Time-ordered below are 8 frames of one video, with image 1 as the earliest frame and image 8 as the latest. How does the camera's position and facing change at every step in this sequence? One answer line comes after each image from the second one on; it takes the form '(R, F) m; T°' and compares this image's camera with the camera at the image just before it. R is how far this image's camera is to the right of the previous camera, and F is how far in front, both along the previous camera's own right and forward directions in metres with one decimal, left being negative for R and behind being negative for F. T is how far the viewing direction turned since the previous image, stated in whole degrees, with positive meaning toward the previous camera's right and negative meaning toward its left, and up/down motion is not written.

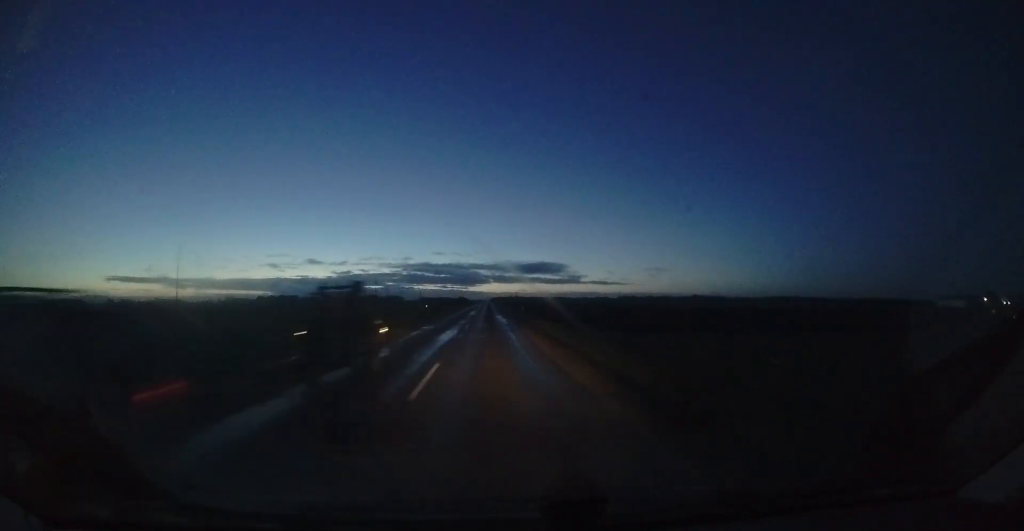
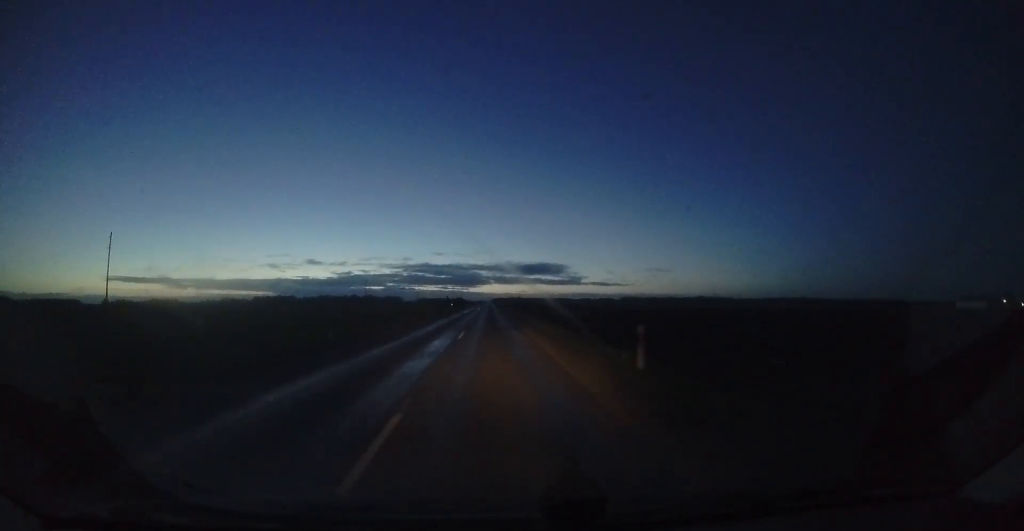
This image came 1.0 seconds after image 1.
(+0.1, +27.5) m; +1°
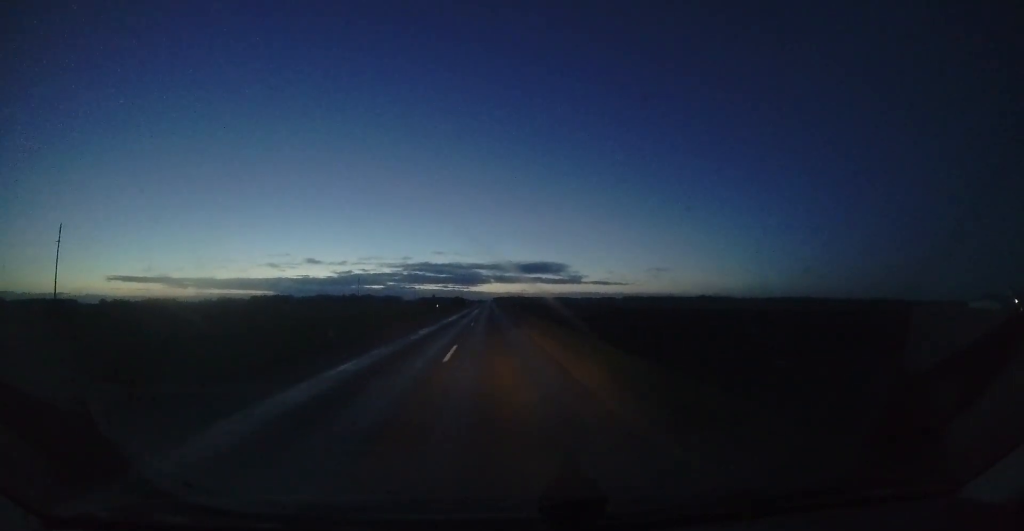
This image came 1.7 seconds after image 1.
(+0.2, +16.9) m; 0°
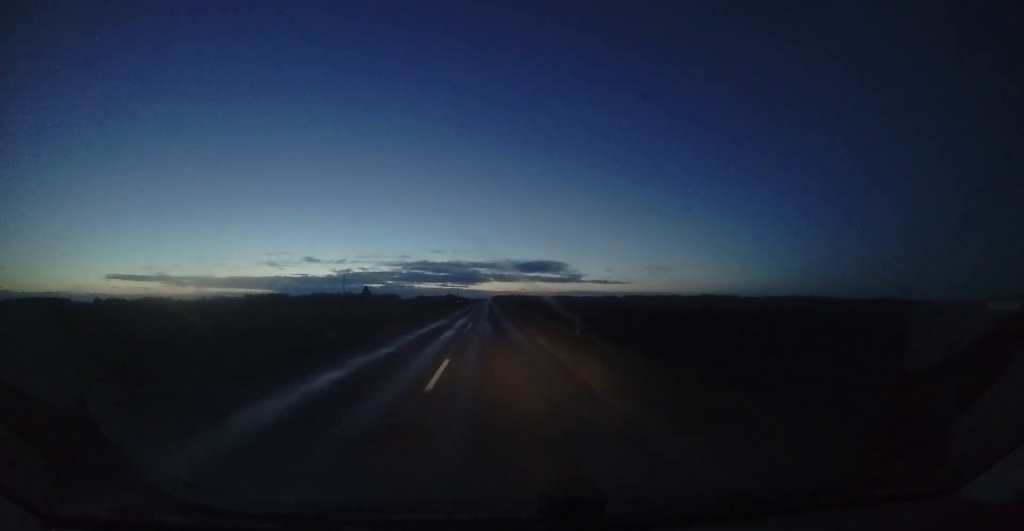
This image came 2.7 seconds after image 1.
(-0.3, +26.6) m; -1°
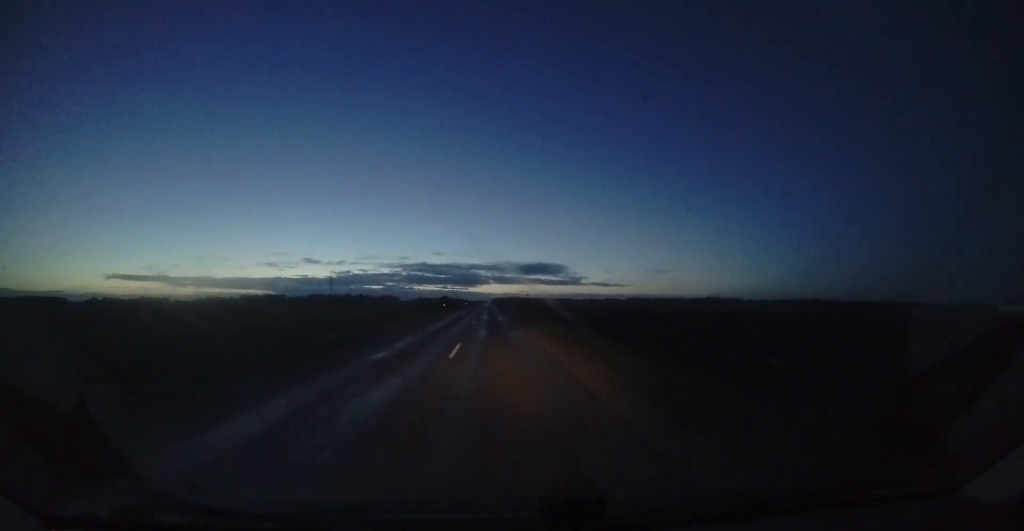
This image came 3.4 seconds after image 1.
(0.0, +20.2) m; +1°
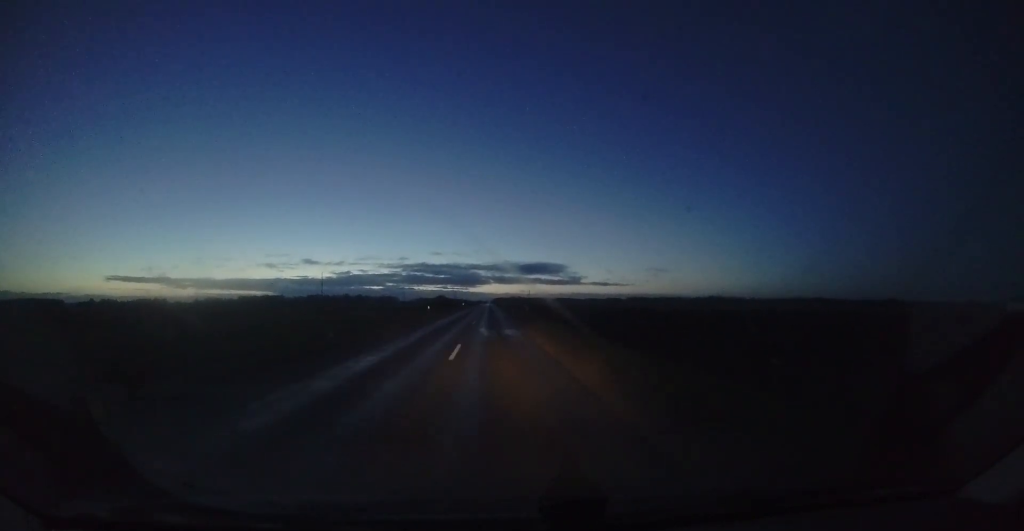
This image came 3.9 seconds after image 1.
(0.0, +12.3) m; 0°
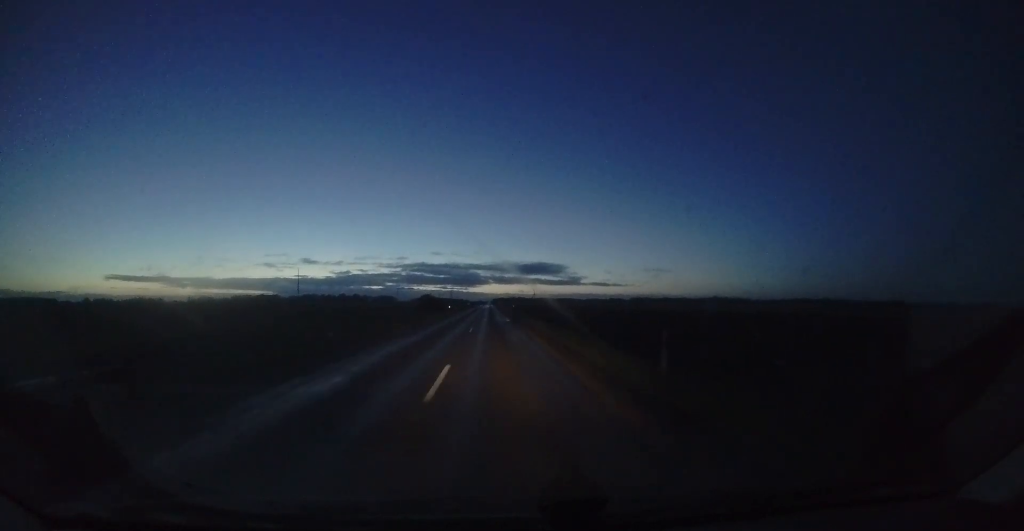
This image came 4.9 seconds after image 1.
(+0.3, +26.9) m; -1°
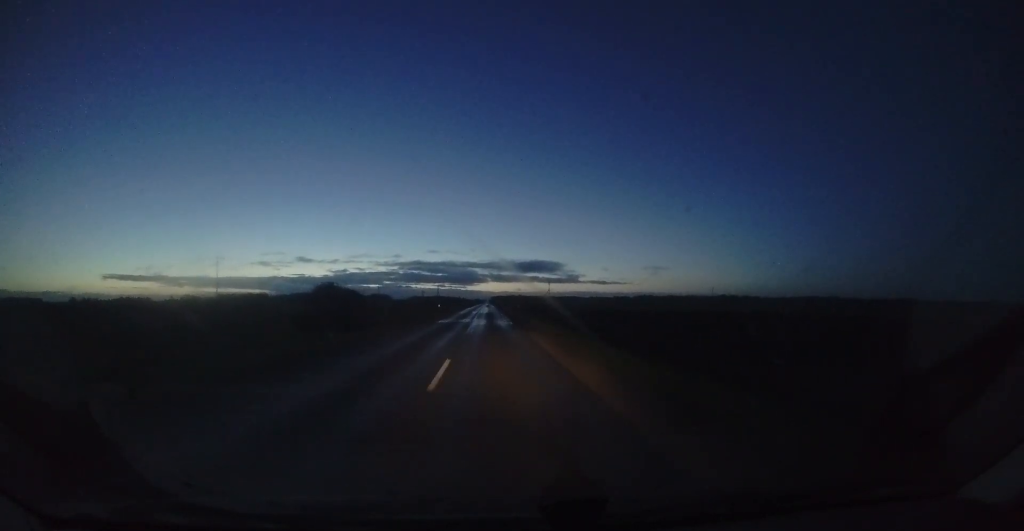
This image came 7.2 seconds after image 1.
(-0.3, +58.3) m; 0°
